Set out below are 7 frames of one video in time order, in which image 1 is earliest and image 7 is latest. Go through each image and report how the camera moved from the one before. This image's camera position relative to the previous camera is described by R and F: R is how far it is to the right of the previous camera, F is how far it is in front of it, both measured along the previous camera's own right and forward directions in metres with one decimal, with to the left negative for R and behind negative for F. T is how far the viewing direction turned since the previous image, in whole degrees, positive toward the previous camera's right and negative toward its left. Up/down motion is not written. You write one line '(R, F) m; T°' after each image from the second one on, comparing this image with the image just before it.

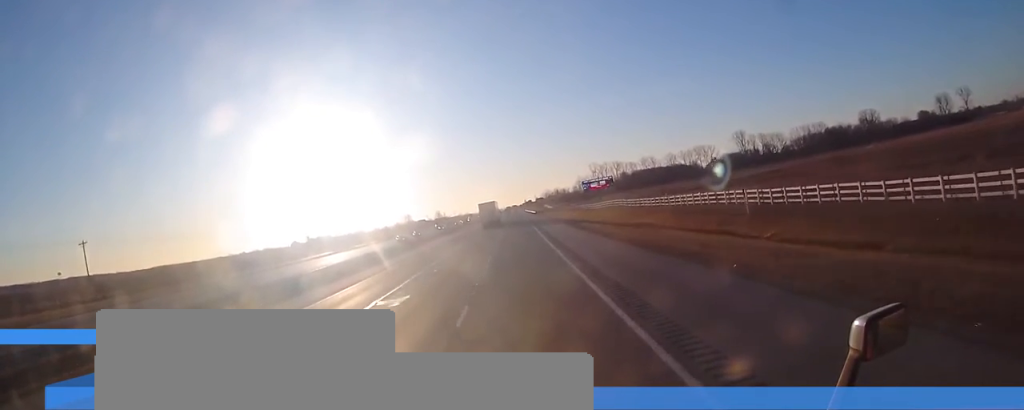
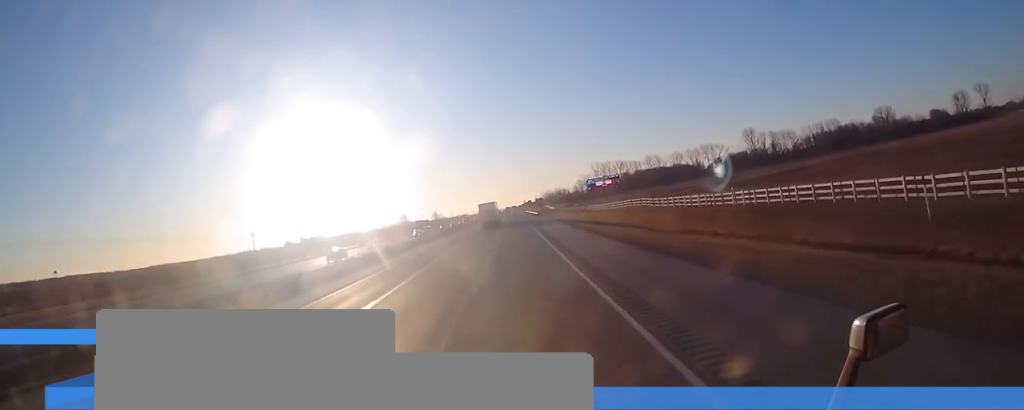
(0.0, +18.6) m; 0°
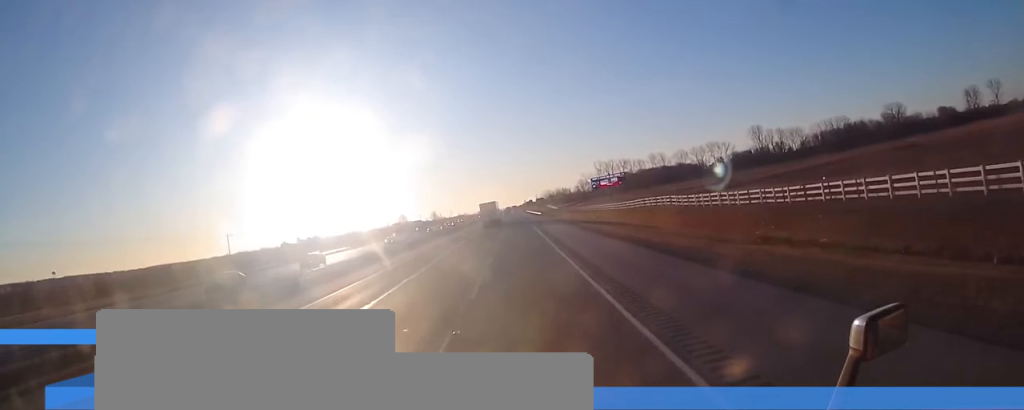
(-0.2, +13.3) m; 0°
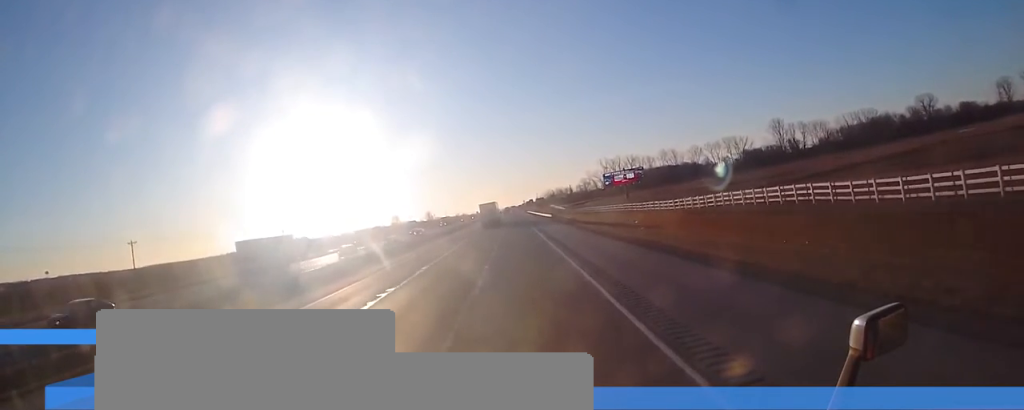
(+0.2, +35.7) m; +1°
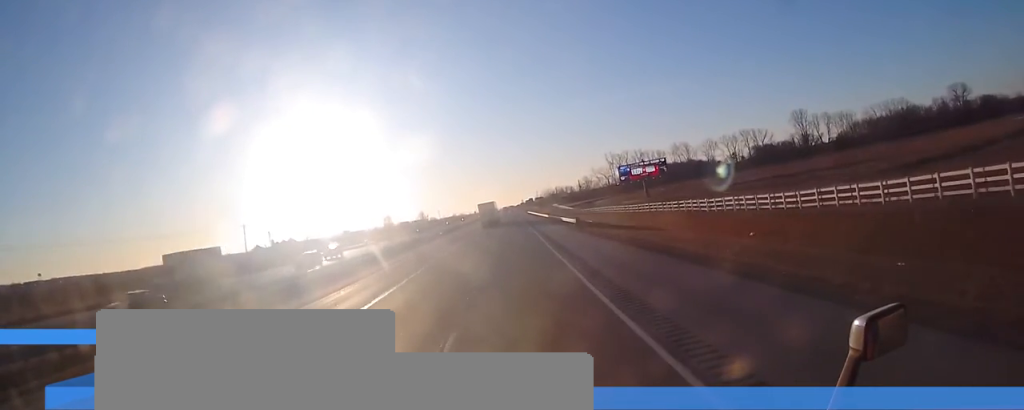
(+0.1, +32.0) m; 0°
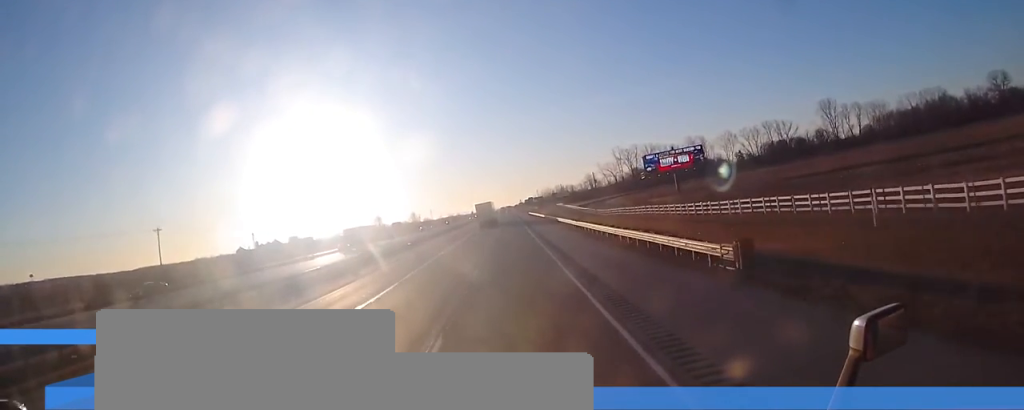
(0.0, +37.0) m; 0°
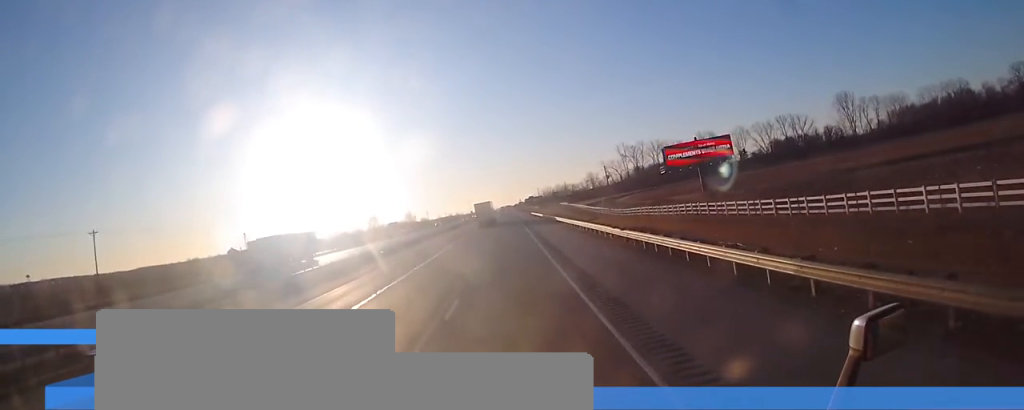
(0.0, +19.3) m; 0°
